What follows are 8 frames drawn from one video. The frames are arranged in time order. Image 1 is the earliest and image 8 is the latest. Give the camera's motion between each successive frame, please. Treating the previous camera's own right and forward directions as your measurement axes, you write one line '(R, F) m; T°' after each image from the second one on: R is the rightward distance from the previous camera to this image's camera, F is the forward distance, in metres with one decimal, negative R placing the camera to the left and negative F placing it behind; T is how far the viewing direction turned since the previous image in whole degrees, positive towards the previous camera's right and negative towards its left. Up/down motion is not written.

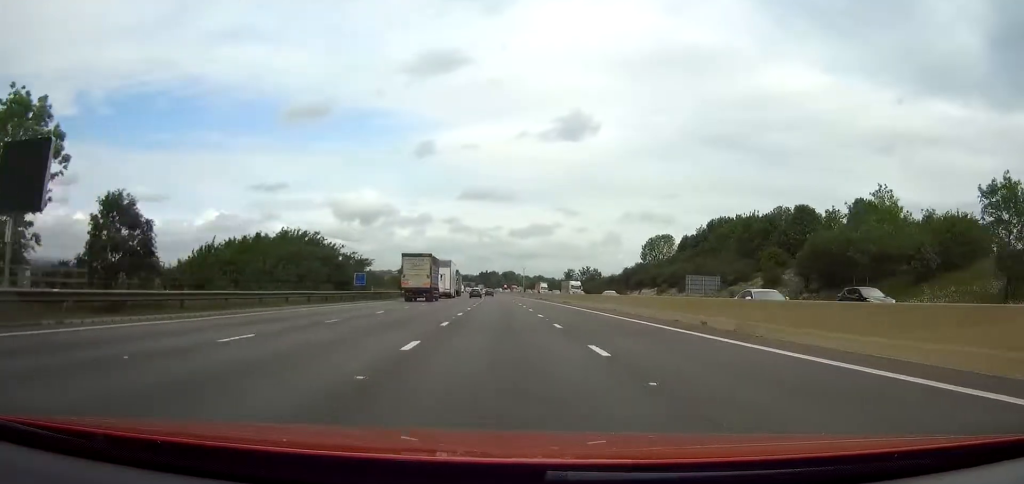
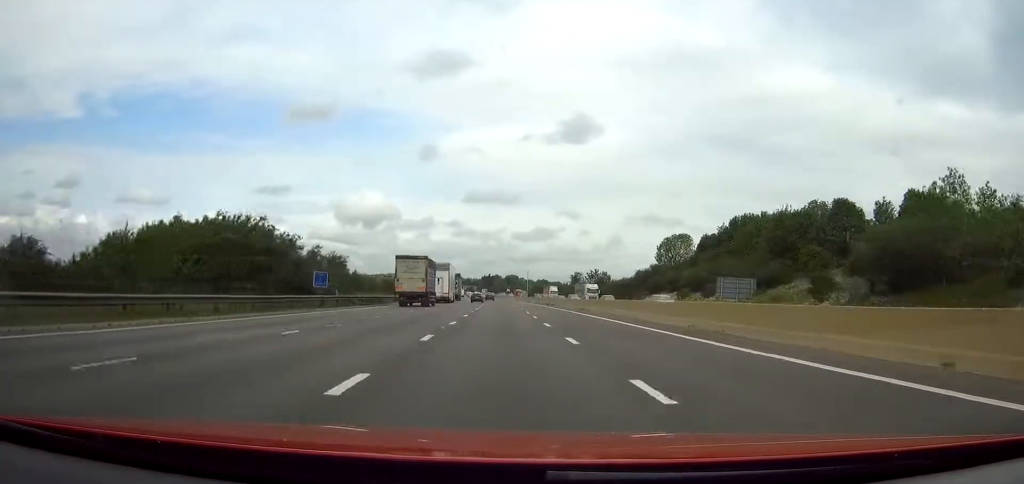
(-0.1, +13.2) m; 0°
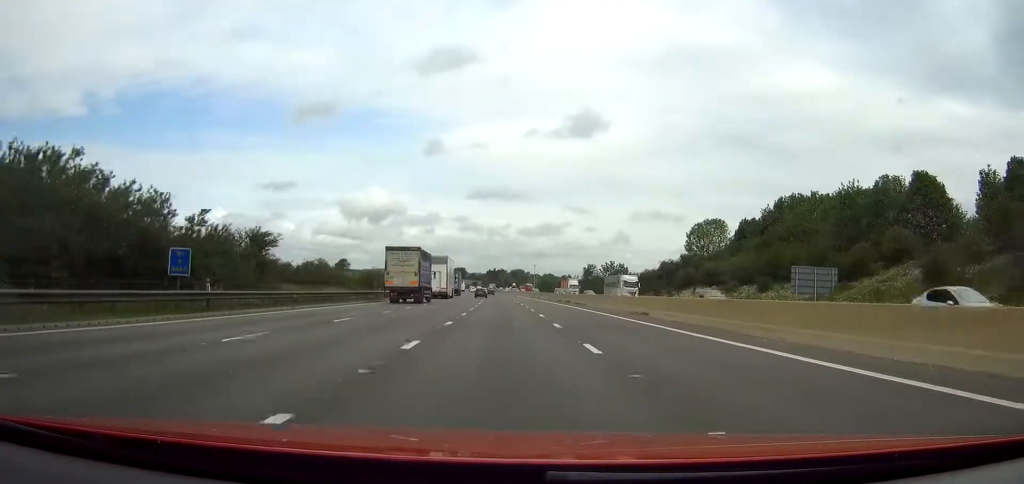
(-0.2, +20.9) m; 0°
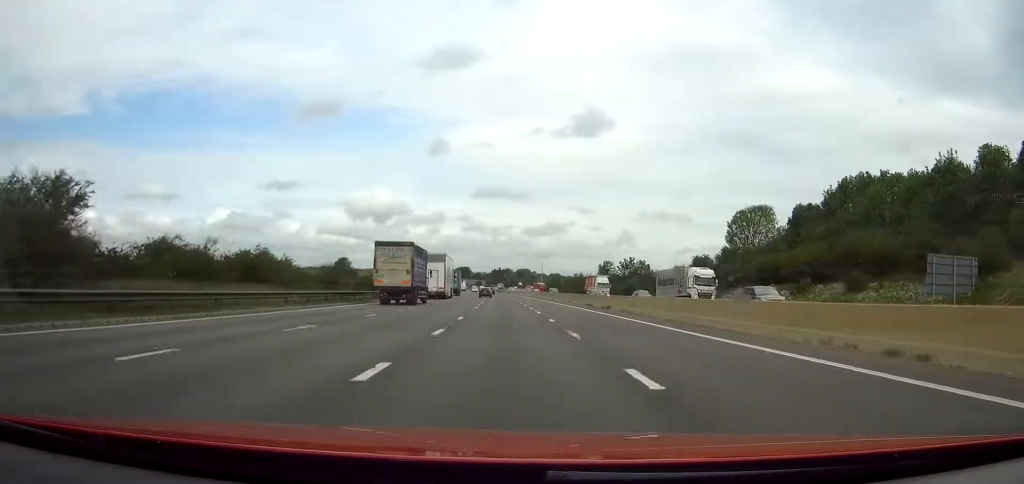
(0.0, +21.8) m; 0°
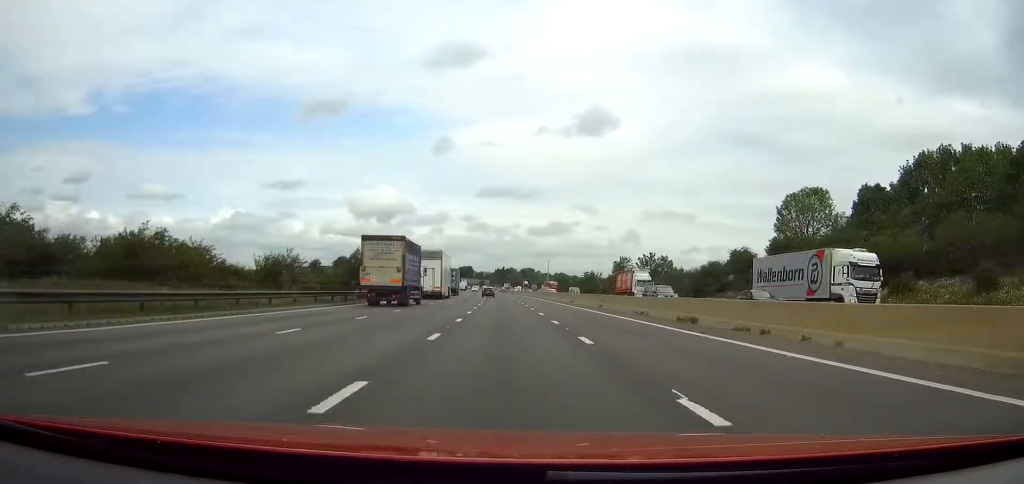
(0.0, +19.6) m; 0°
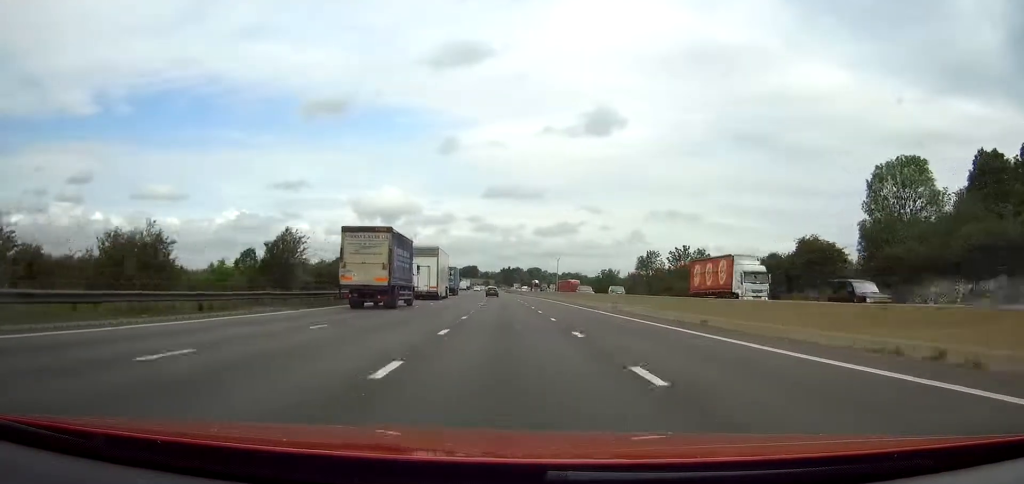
(-0.1, +23.9) m; -1°
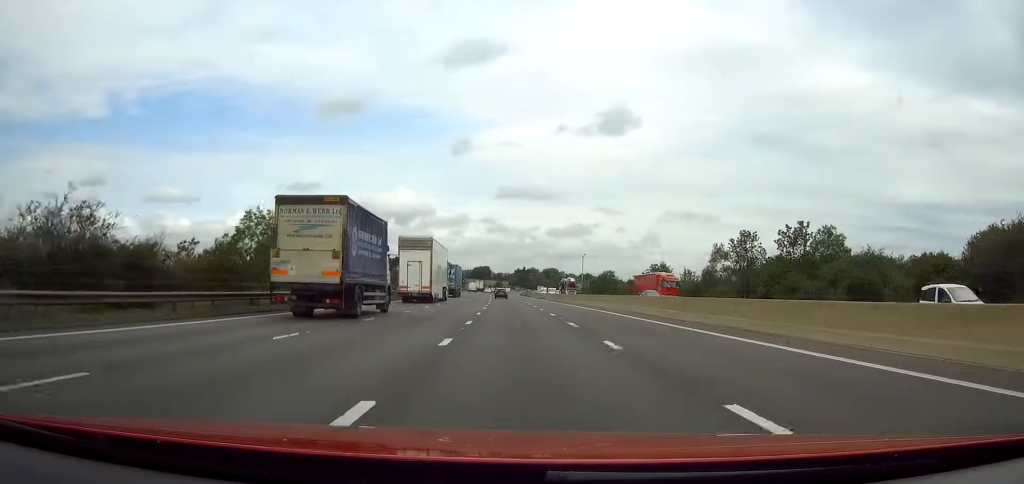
(-0.5, +46.7) m; -1°
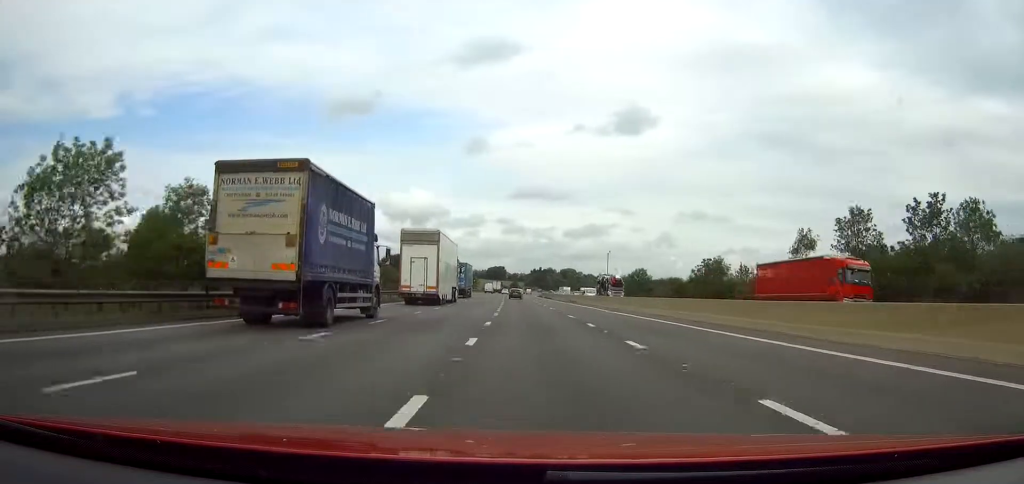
(-0.2, +26.1) m; -1°
